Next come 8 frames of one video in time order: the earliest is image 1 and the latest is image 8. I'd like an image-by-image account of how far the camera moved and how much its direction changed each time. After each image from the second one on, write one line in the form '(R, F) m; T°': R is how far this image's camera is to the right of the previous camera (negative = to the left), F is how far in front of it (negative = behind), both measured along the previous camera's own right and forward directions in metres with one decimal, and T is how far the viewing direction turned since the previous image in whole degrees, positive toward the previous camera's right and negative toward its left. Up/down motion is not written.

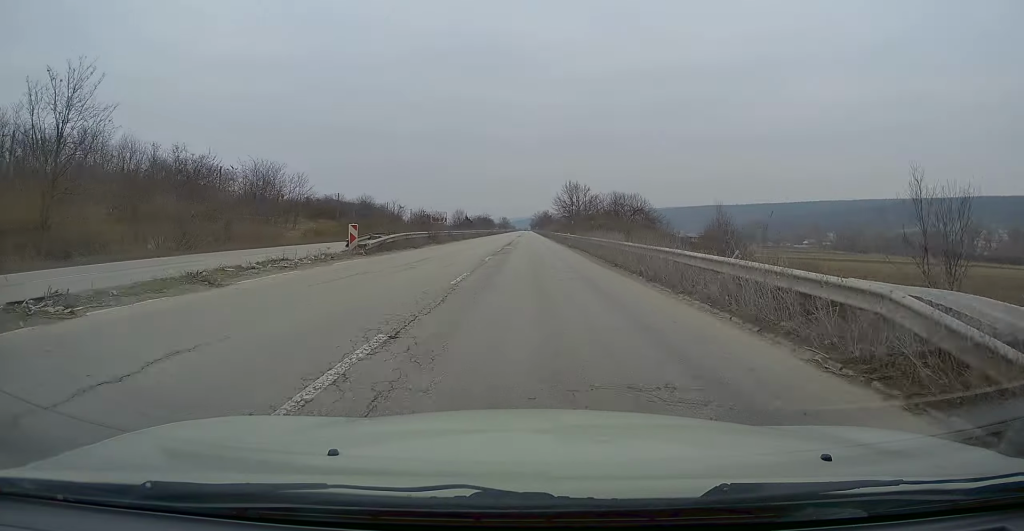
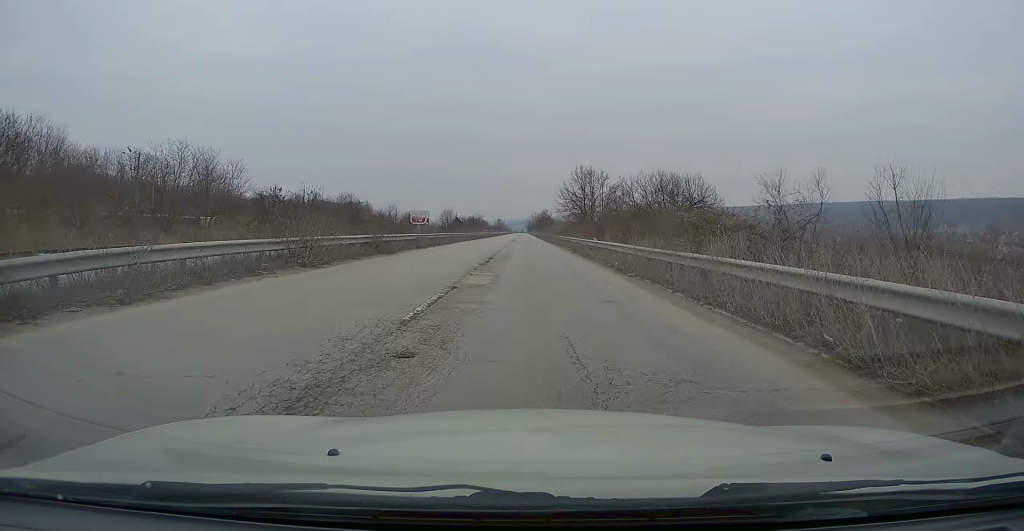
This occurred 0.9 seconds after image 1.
(-0.4, +22.6) m; 0°
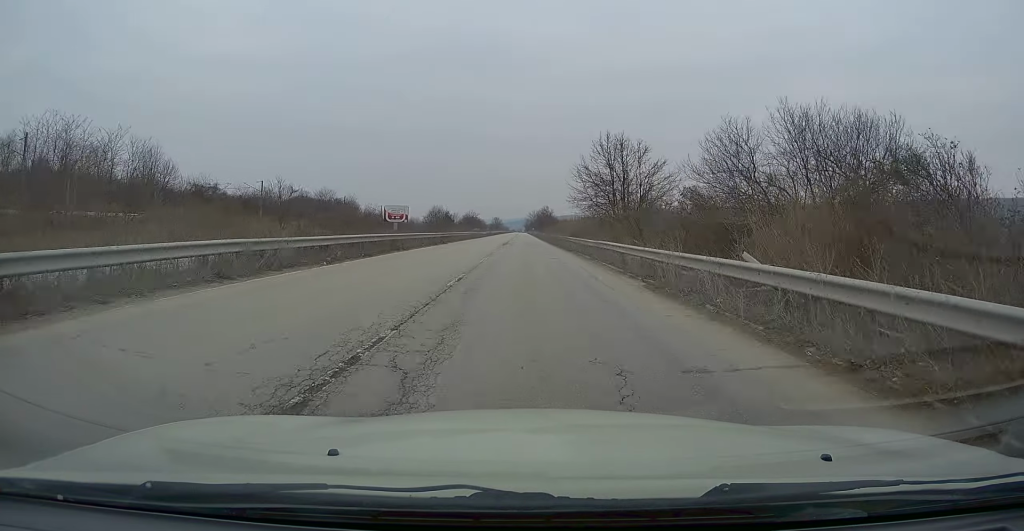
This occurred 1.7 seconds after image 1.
(+0.3, +21.8) m; +1°
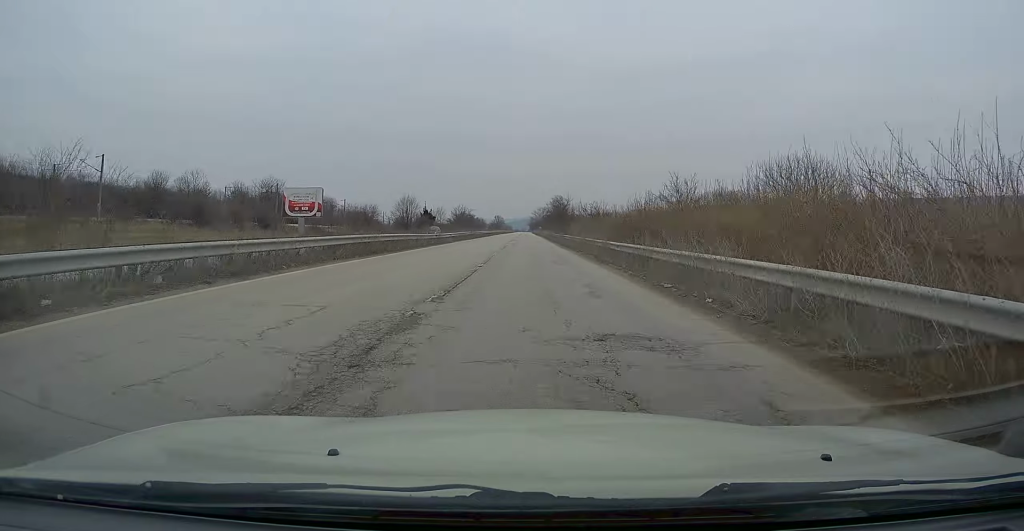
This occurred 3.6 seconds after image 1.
(+0.2, +48.8) m; 0°
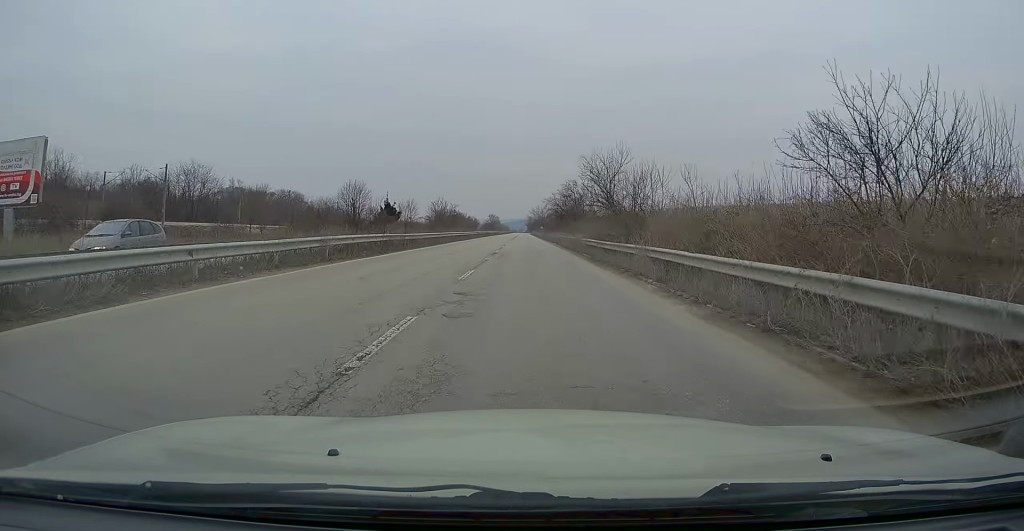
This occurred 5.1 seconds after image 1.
(-0.3, +38.9) m; 0°
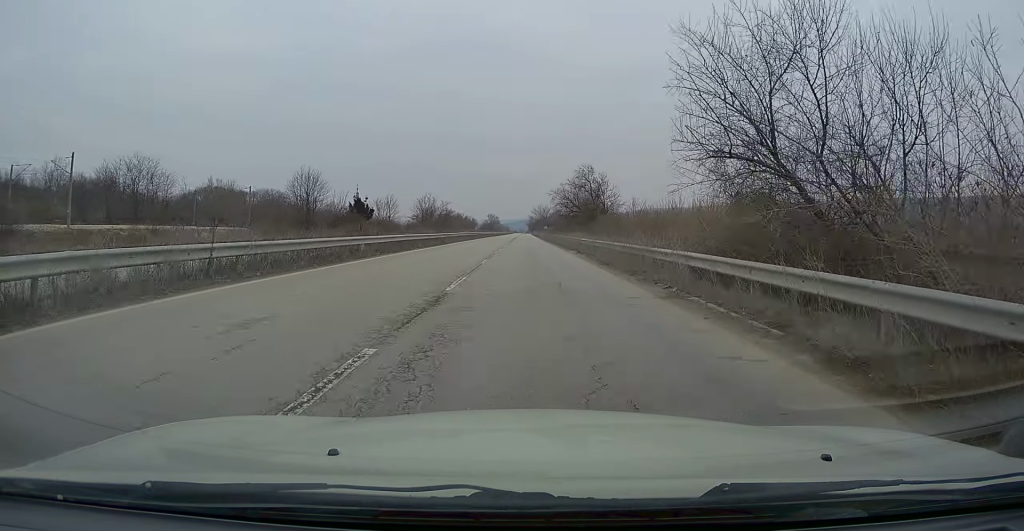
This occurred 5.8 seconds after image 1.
(+0.2, +19.9) m; +1°
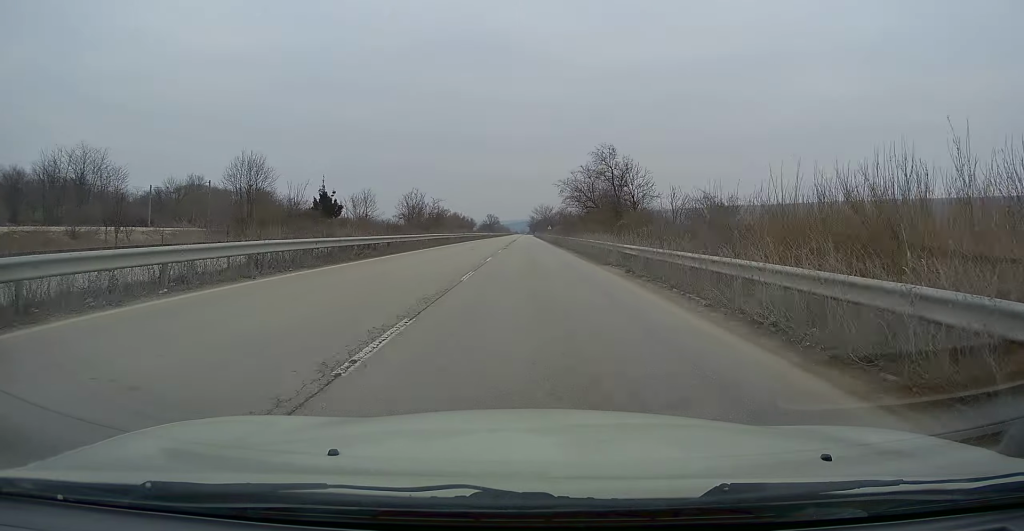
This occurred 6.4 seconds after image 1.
(0.0, +15.6) m; 0°
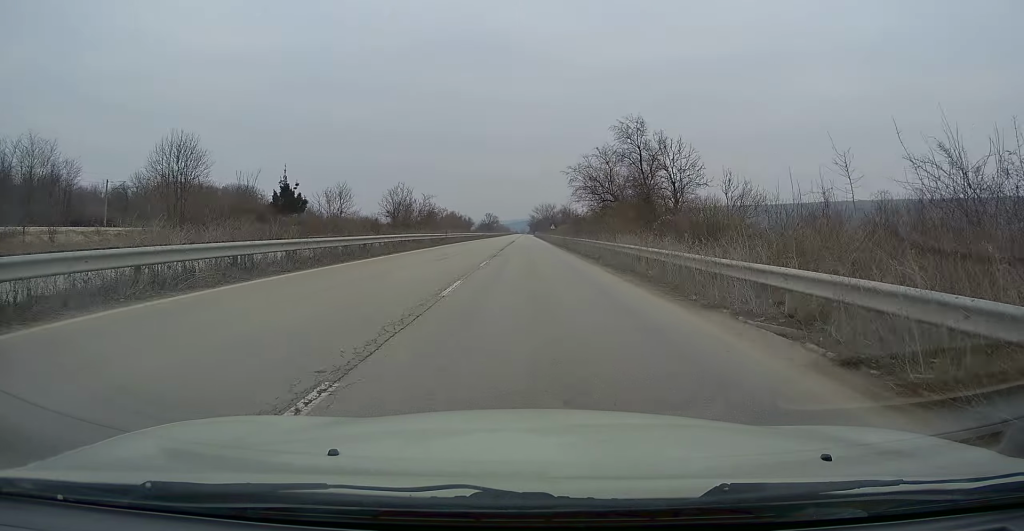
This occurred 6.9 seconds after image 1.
(+0.1, +12.1) m; 0°
